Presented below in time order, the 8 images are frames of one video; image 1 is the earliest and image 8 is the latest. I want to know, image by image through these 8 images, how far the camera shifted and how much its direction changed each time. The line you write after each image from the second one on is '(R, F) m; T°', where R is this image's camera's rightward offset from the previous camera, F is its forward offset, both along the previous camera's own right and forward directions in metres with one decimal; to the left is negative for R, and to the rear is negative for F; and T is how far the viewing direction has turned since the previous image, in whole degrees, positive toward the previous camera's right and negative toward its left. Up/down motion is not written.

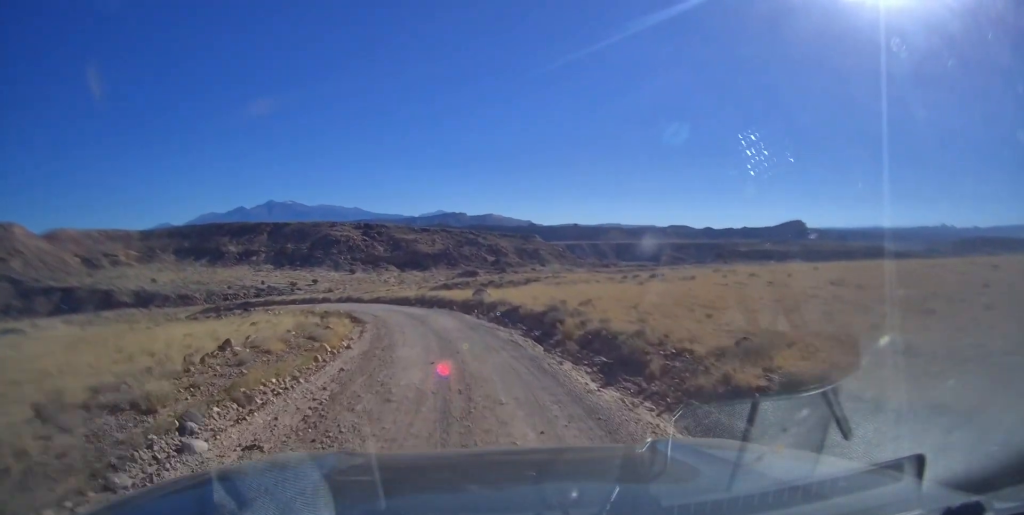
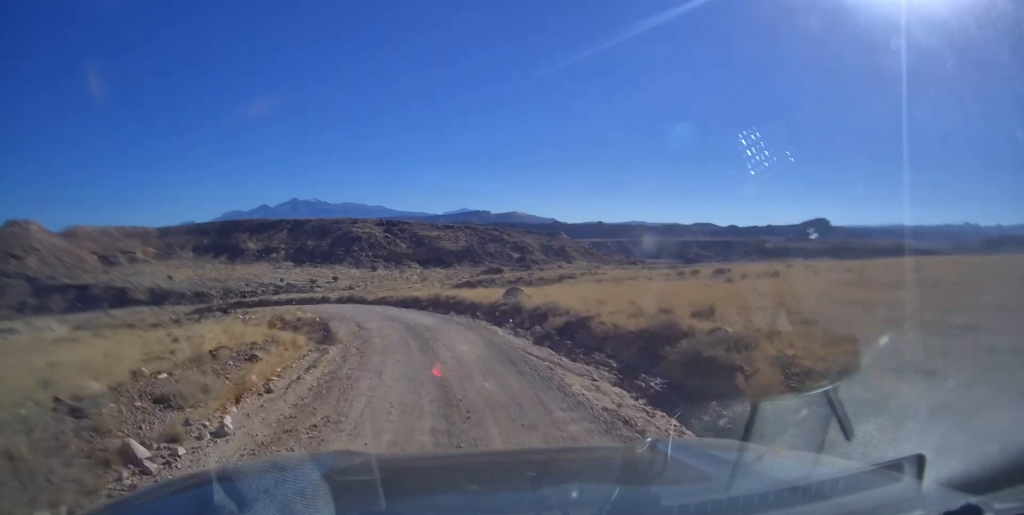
(+0.2, +9.2) m; 0°
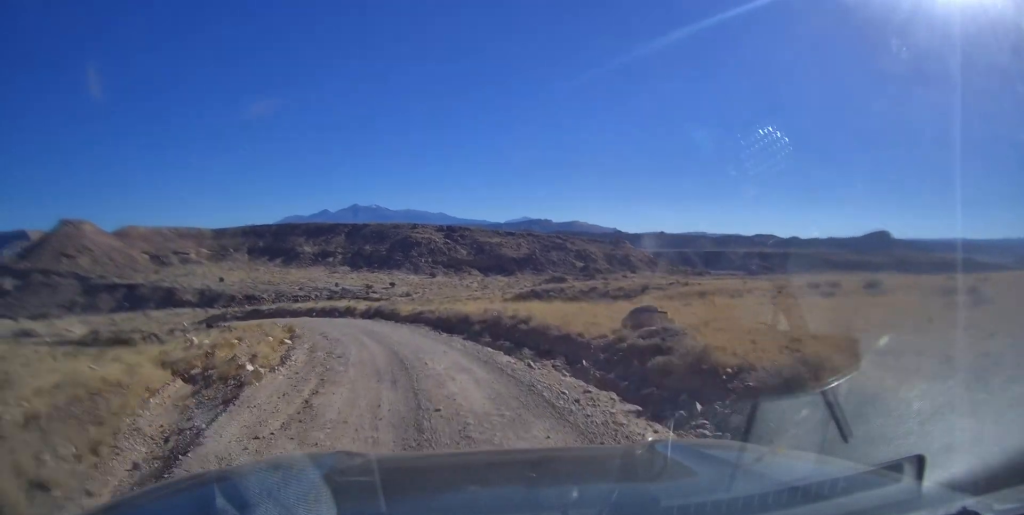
(-0.2, +11.8) m; -4°
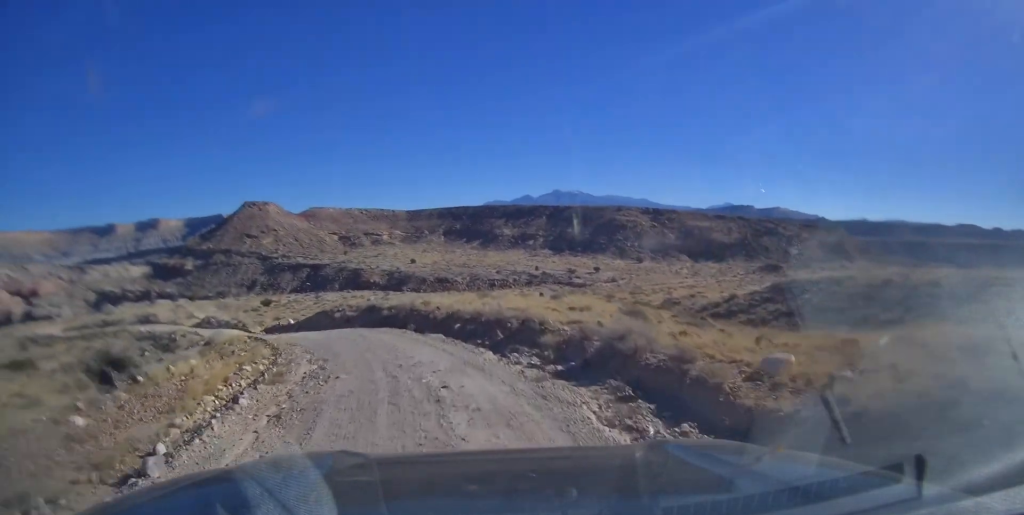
(-2.3, +24.6) m; -15°
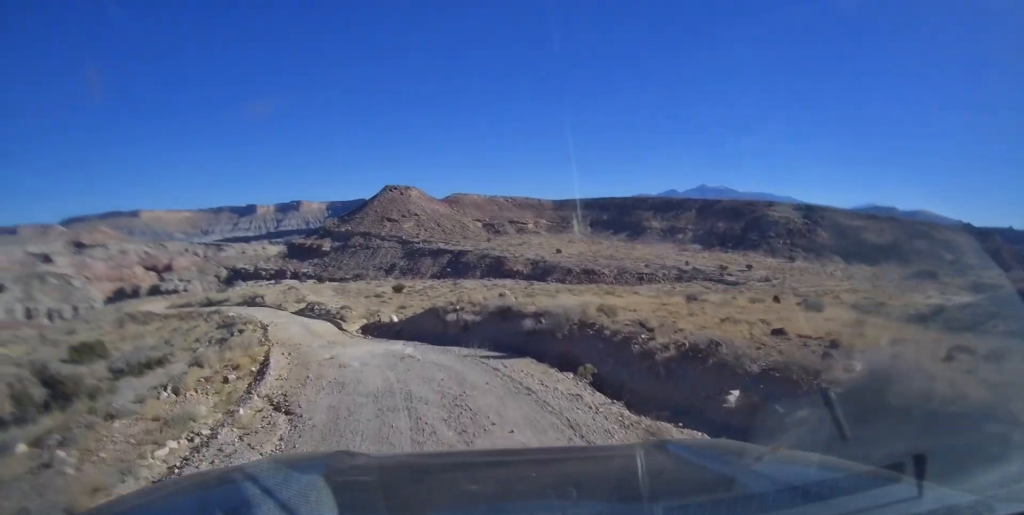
(-1.7, +14.3) m; -11°
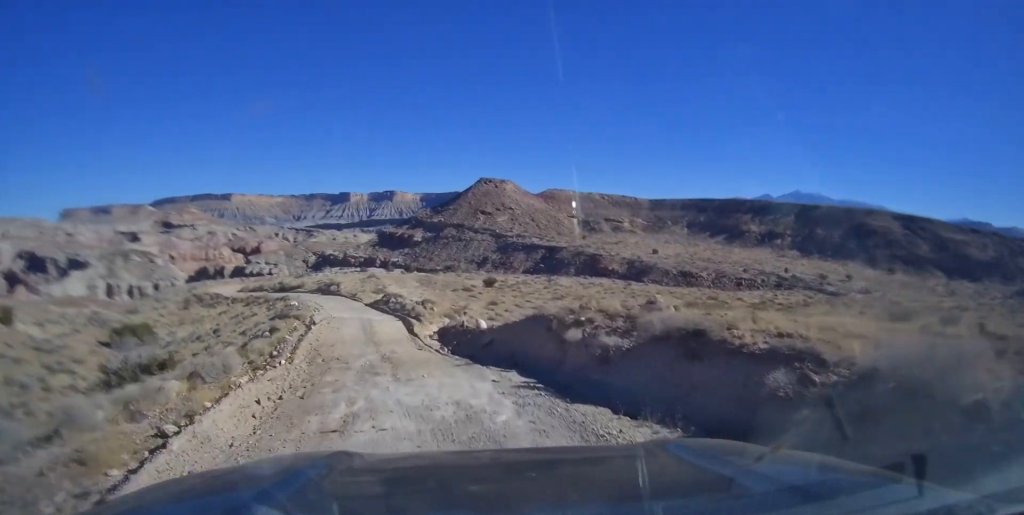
(-0.8, +9.0) m; -9°
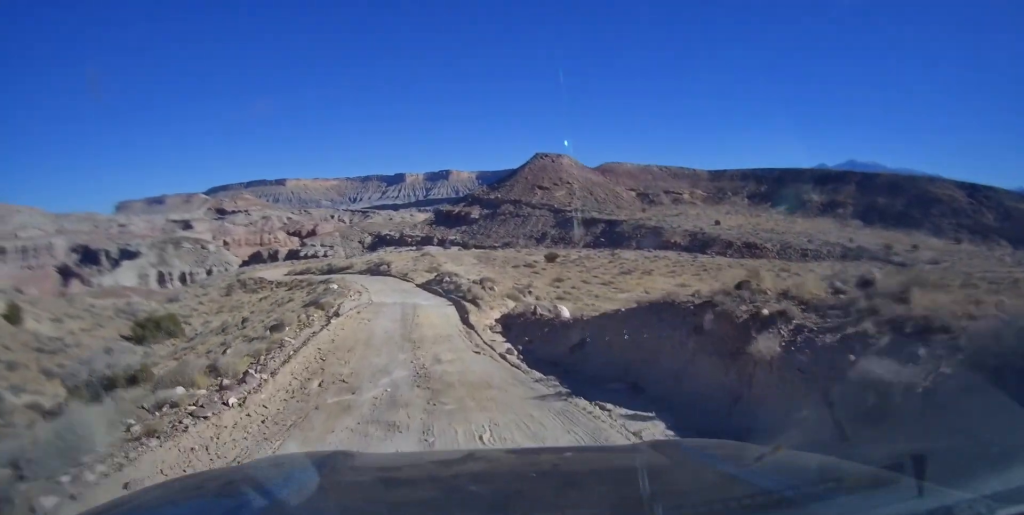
(+0.3, +6.7) m; -7°
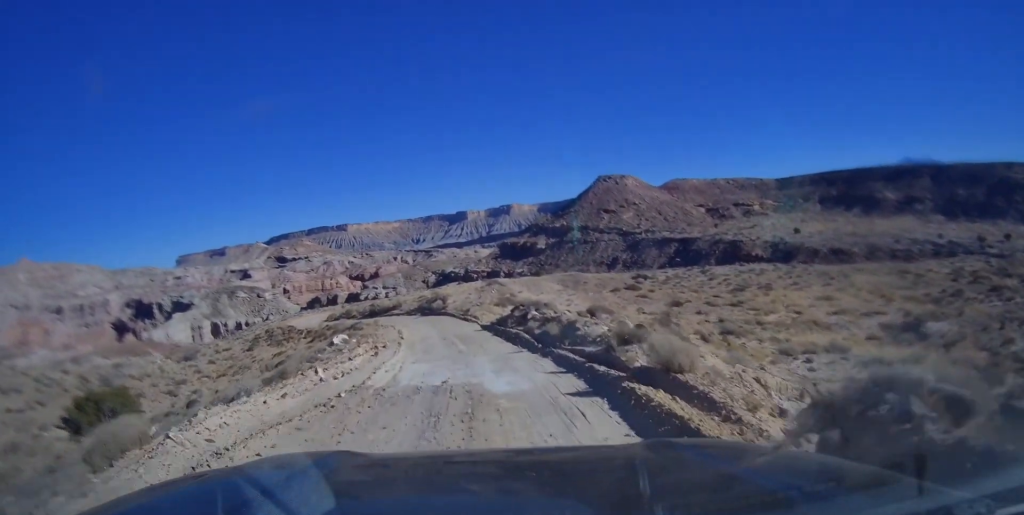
(-3.7, +18.1) m; -15°
